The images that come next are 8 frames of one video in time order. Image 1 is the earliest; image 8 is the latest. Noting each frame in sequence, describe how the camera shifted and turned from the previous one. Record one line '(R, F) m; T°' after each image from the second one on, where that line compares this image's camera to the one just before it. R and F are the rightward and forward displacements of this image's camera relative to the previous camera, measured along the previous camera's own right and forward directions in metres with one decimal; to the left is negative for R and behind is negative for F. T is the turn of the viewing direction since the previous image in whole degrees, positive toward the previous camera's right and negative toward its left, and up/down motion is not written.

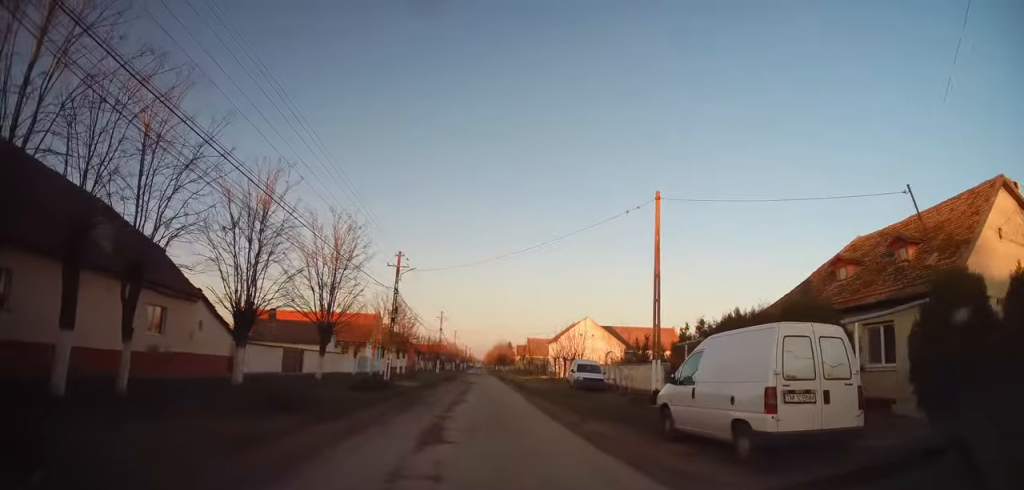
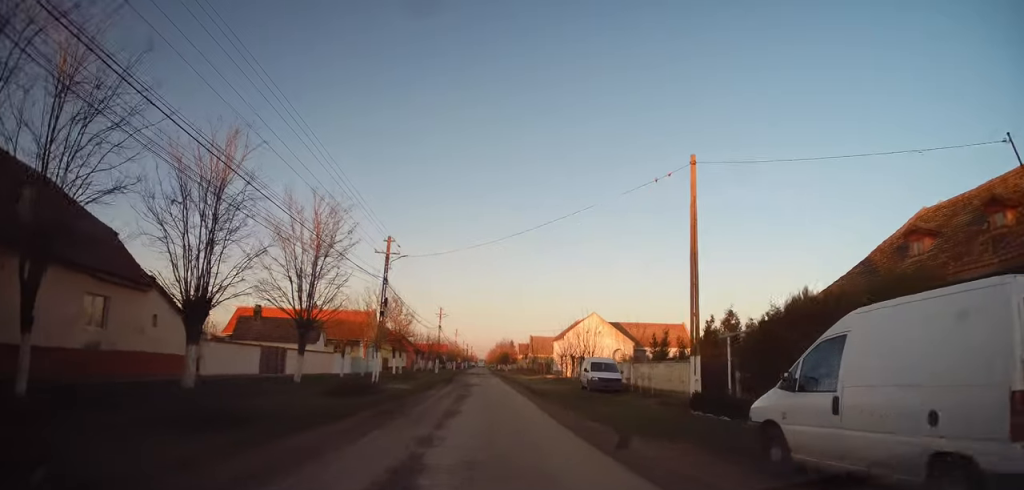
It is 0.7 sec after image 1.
(+0.2, +3.8) m; +4°
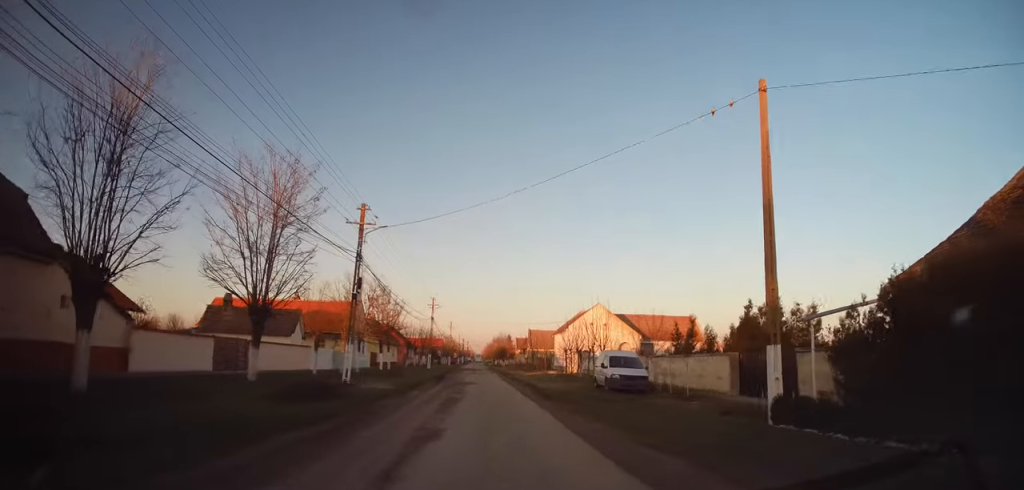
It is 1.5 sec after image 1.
(+0.2, +4.7) m; +2°
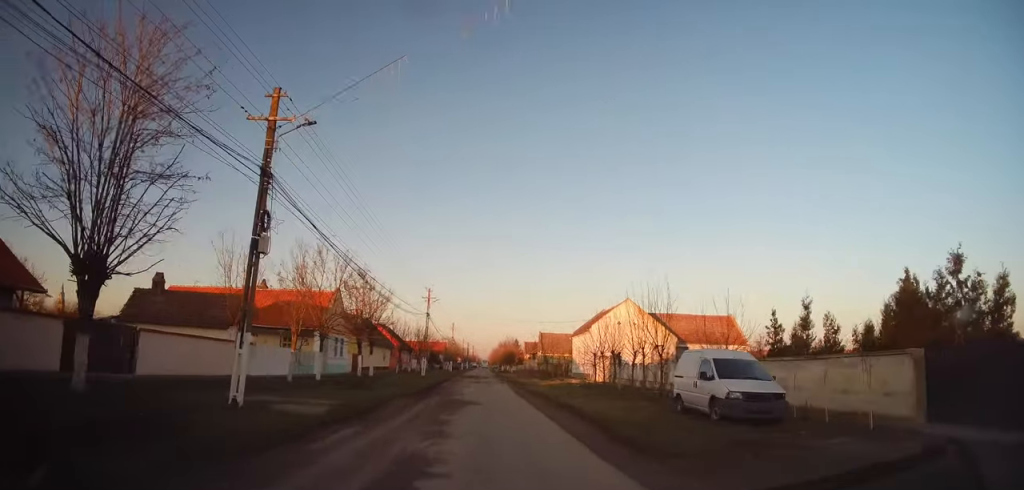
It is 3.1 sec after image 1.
(-0.2, +10.5) m; -3°
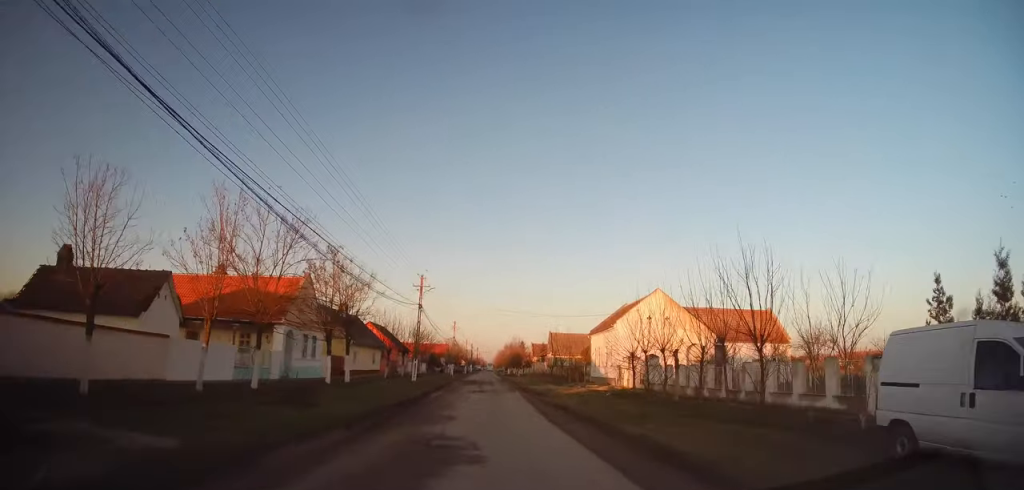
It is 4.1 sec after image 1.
(0.0, +8.6) m; 0°
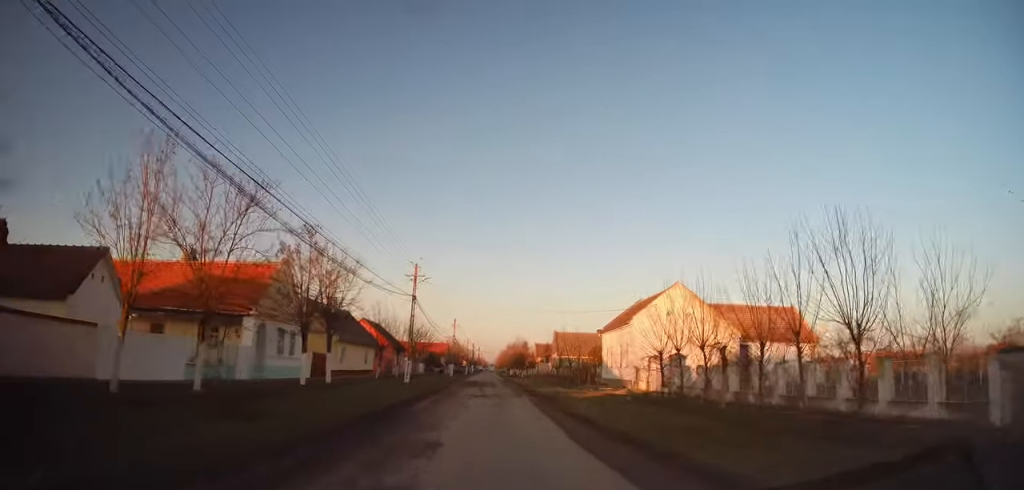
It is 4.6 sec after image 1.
(0.0, +4.3) m; -1°
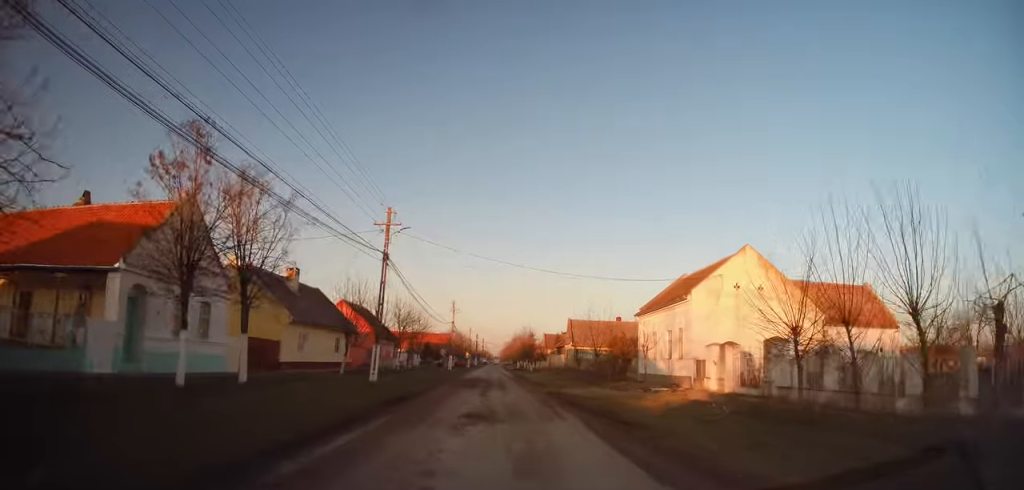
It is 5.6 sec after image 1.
(-0.2, +10.2) m; -1°
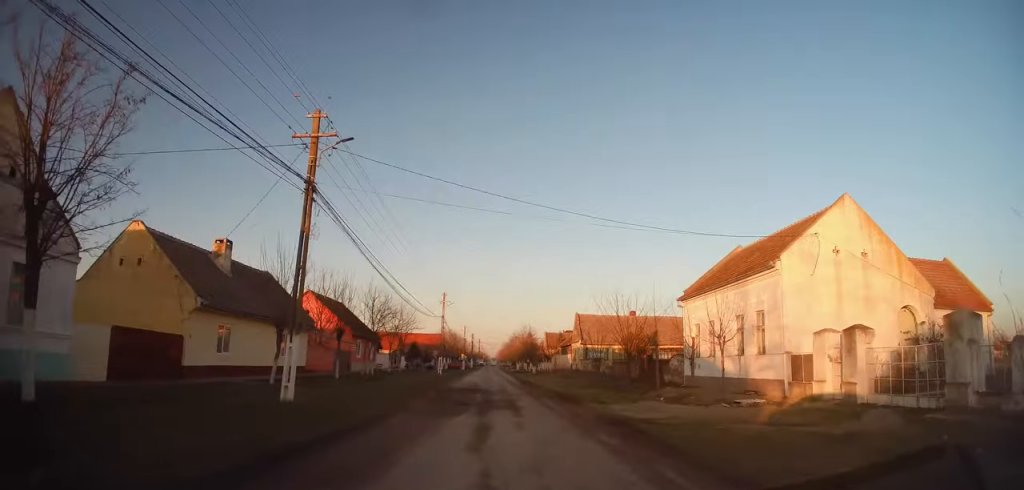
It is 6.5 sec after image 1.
(0.0, +9.7) m; +1°
